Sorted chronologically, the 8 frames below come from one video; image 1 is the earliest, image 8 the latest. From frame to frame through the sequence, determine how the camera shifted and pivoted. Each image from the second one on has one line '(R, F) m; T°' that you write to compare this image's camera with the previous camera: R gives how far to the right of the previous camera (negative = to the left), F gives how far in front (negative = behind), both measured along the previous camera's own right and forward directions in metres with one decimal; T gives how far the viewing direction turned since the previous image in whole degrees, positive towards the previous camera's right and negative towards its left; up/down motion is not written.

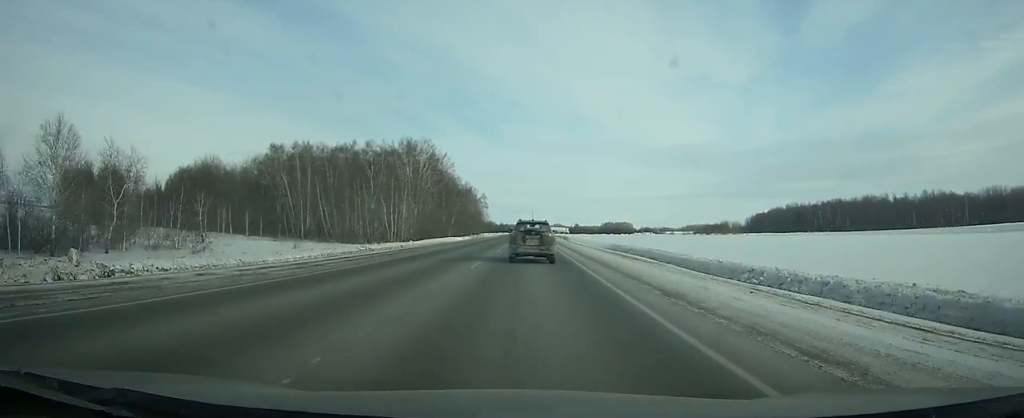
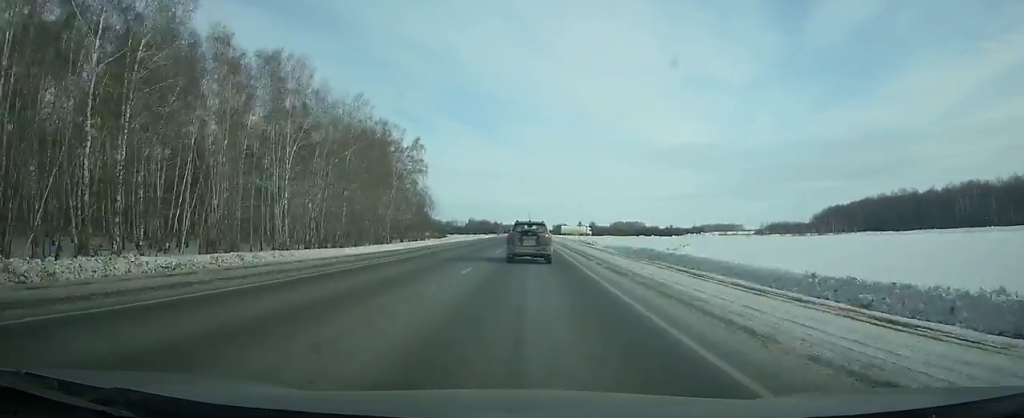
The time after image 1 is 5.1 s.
(0.0, +129.8) m; 0°
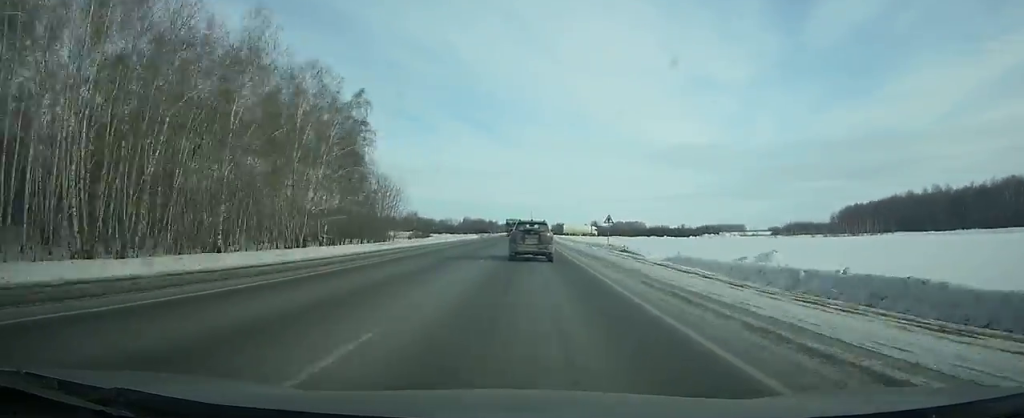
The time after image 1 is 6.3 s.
(0.0, +30.0) m; 0°
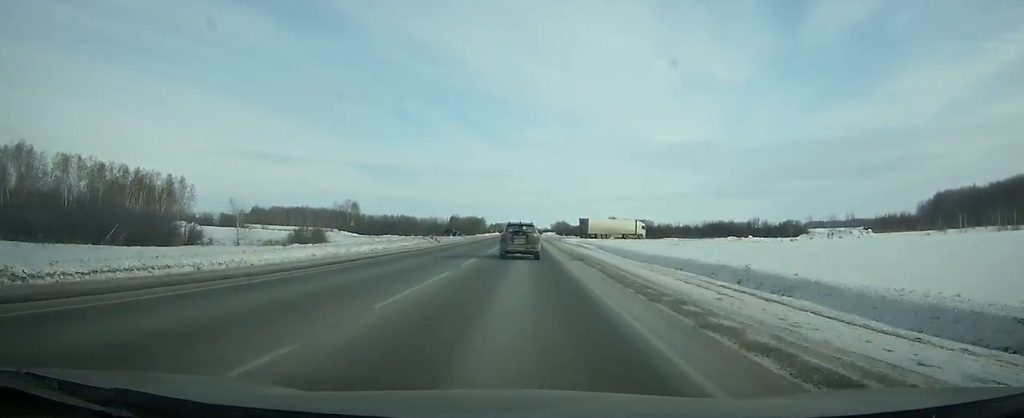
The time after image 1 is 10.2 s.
(+0.2, +96.6) m; 0°
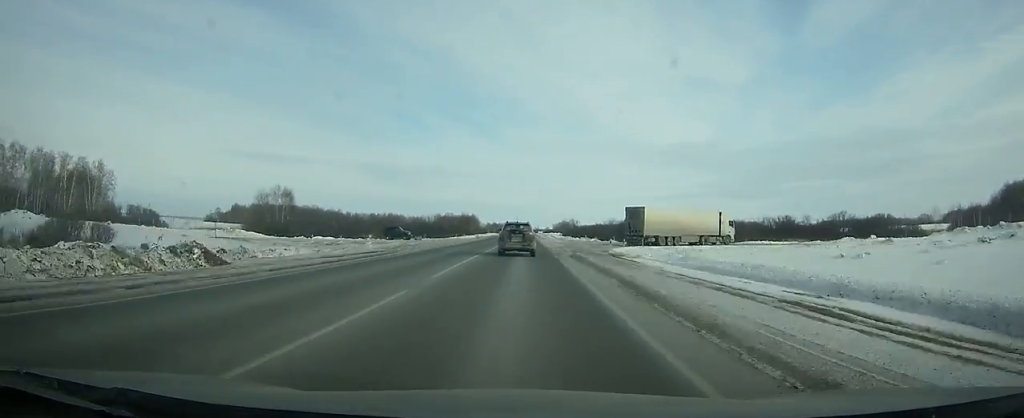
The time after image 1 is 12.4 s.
(0.0, +54.2) m; 0°
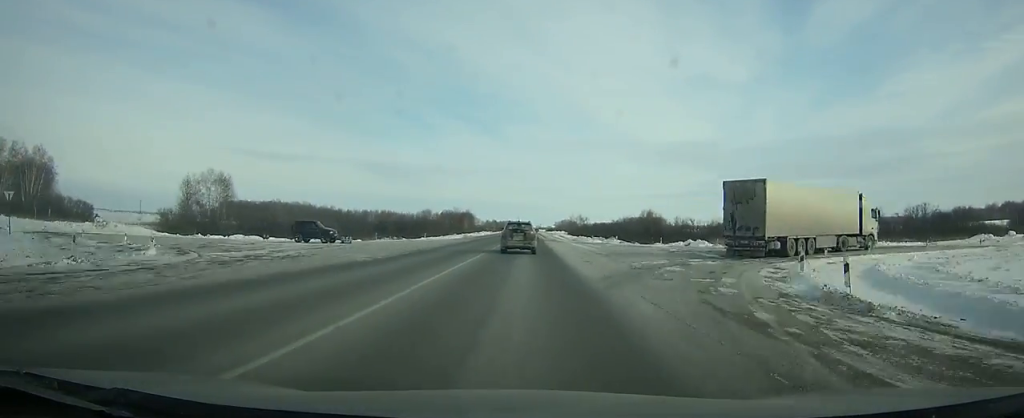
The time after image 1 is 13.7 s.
(-0.1, +32.0) m; 0°
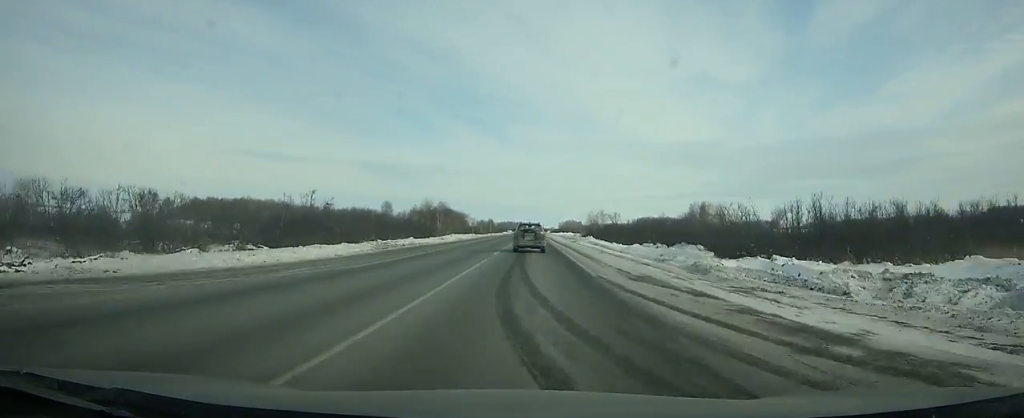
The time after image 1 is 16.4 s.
(-0.3, +66.7) m; 0°
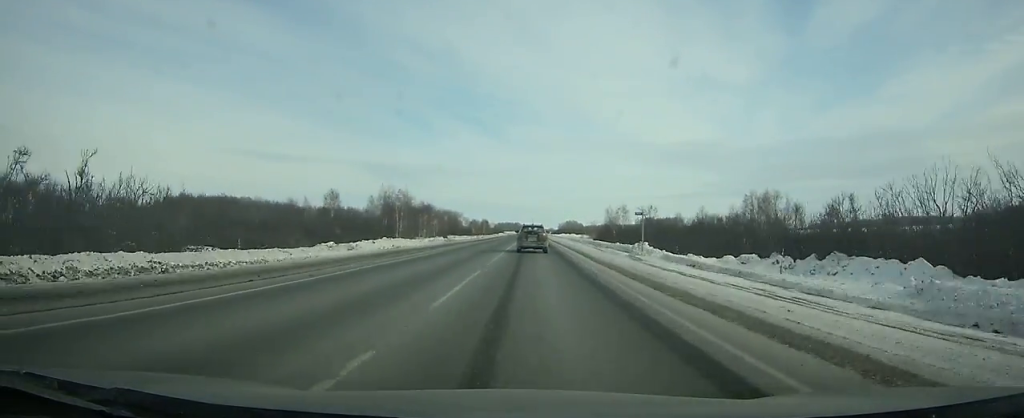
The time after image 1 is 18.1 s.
(0.0, +42.5) m; 0°
